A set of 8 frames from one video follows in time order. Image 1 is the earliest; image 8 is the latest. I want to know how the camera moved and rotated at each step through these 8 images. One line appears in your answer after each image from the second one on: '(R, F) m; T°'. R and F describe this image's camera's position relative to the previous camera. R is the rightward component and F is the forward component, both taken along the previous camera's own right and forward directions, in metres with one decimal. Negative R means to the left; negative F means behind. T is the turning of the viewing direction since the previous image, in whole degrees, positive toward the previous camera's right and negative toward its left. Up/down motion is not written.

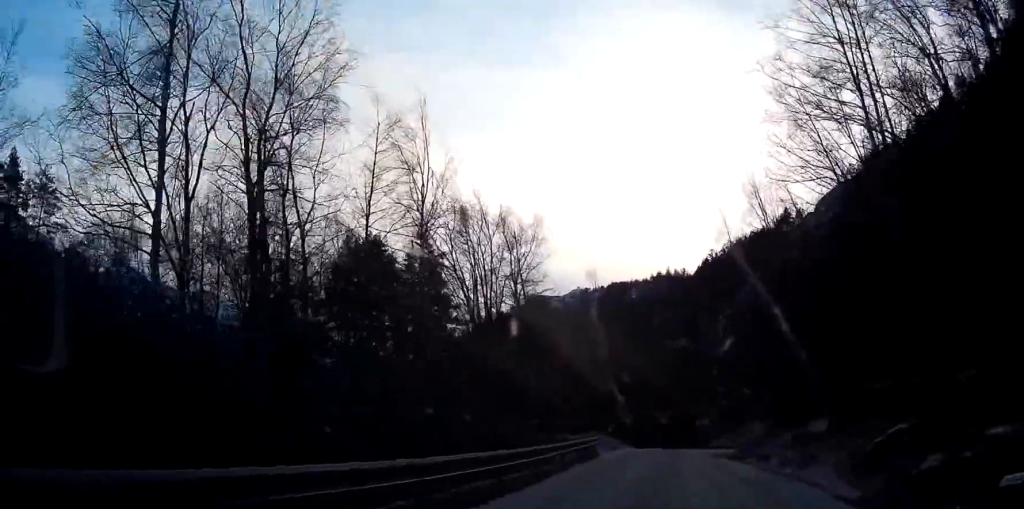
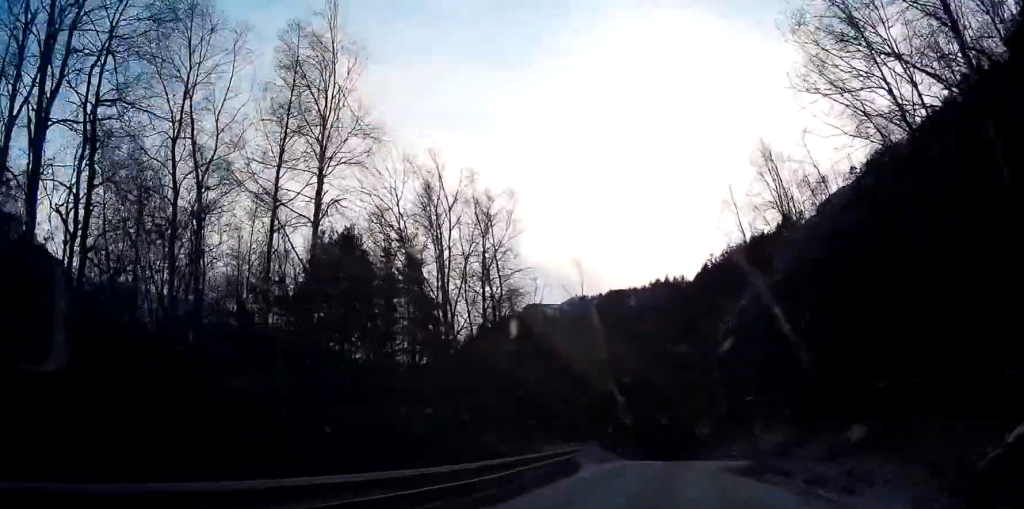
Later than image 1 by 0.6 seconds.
(-0.7, +6.3) m; -5°
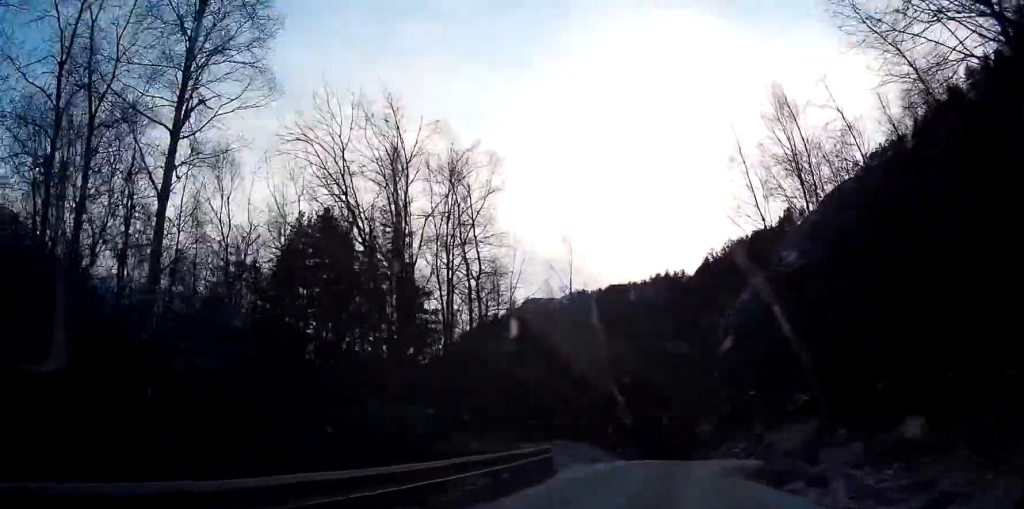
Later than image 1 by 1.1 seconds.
(-0.6, +5.0) m; -2°
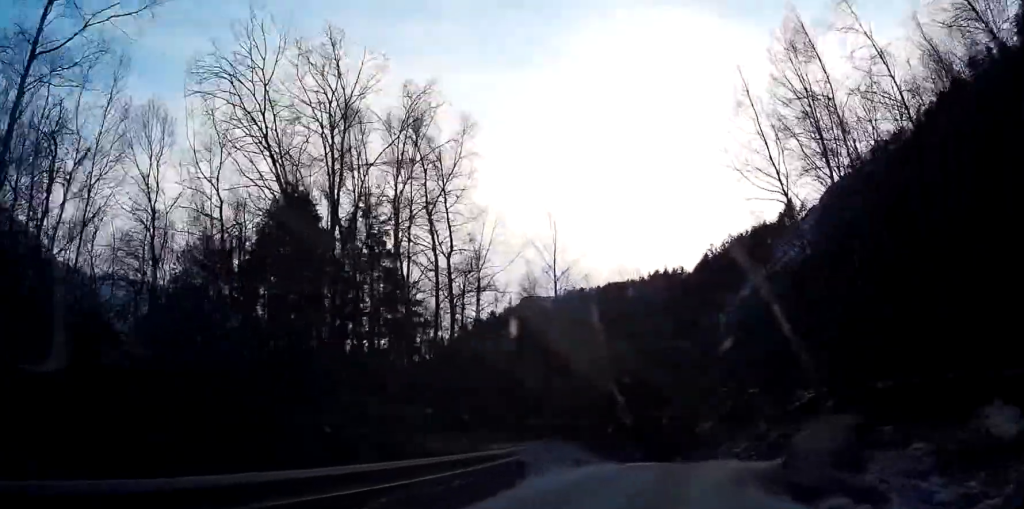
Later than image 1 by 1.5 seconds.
(+0.1, +5.0) m; +2°
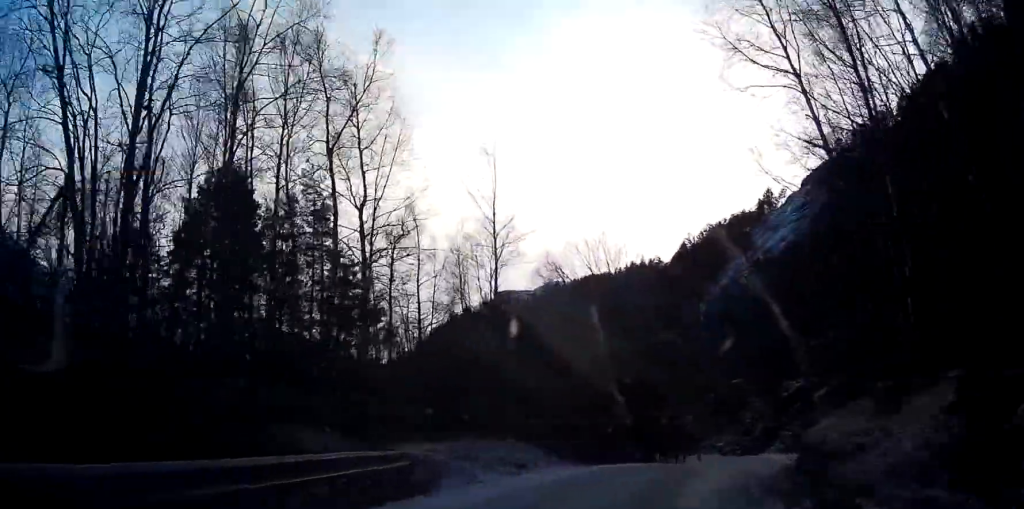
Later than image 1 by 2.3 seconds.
(+0.3, +7.8) m; +5°
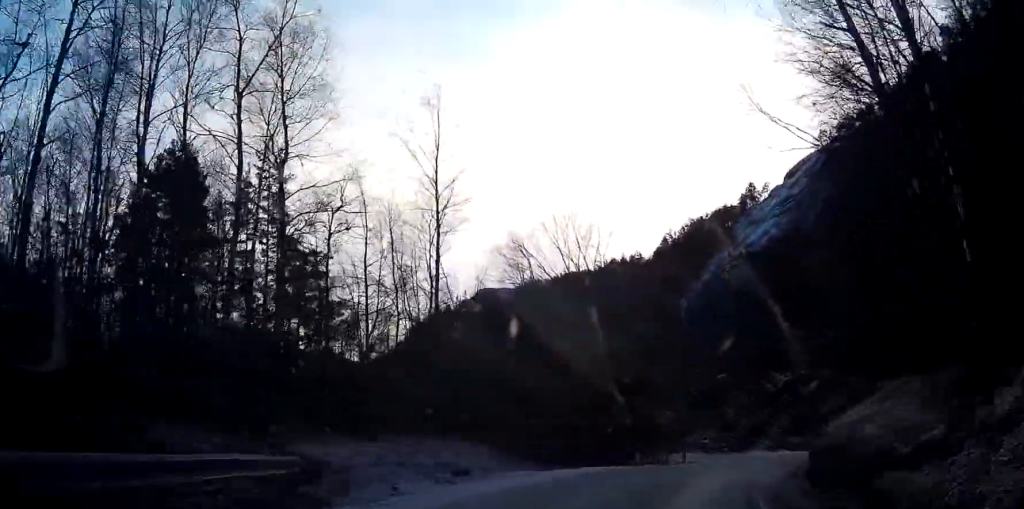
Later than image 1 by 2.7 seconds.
(+0.3, +4.8) m; +2°
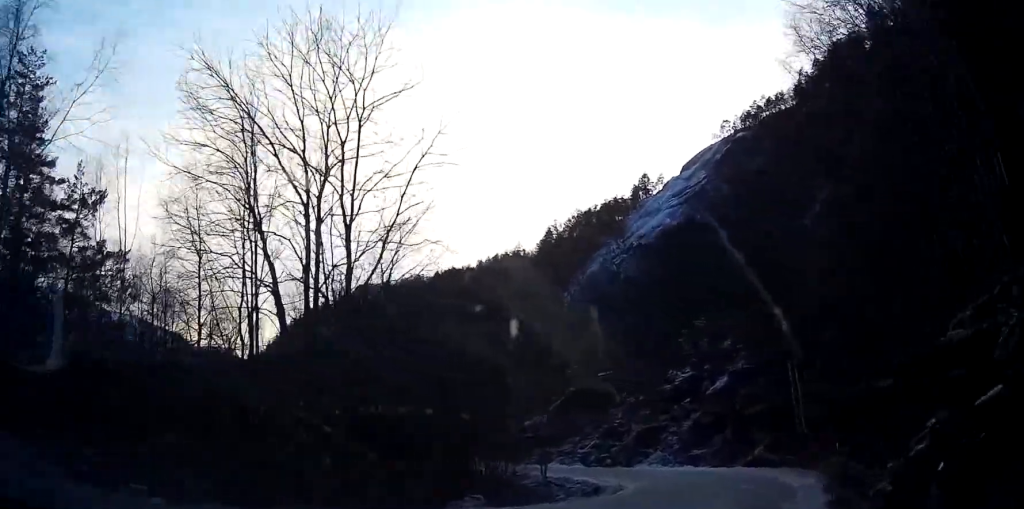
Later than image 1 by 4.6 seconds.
(+1.0, +19.2) m; +8°
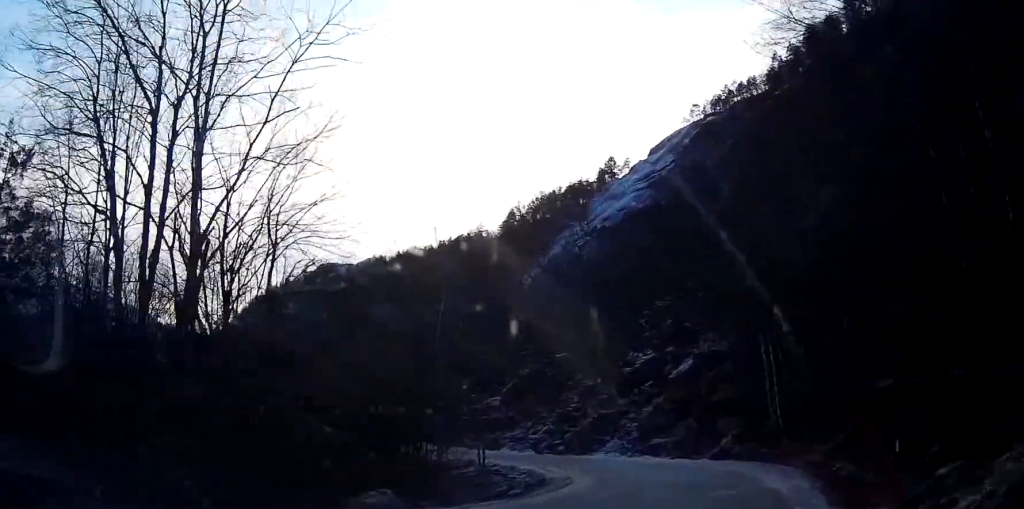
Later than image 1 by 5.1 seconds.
(+0.1, +5.5) m; +4°
